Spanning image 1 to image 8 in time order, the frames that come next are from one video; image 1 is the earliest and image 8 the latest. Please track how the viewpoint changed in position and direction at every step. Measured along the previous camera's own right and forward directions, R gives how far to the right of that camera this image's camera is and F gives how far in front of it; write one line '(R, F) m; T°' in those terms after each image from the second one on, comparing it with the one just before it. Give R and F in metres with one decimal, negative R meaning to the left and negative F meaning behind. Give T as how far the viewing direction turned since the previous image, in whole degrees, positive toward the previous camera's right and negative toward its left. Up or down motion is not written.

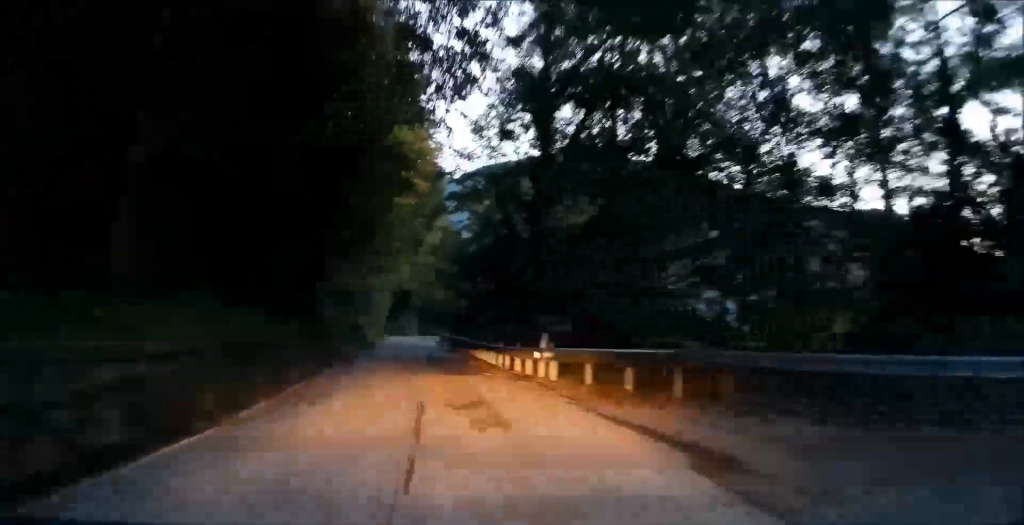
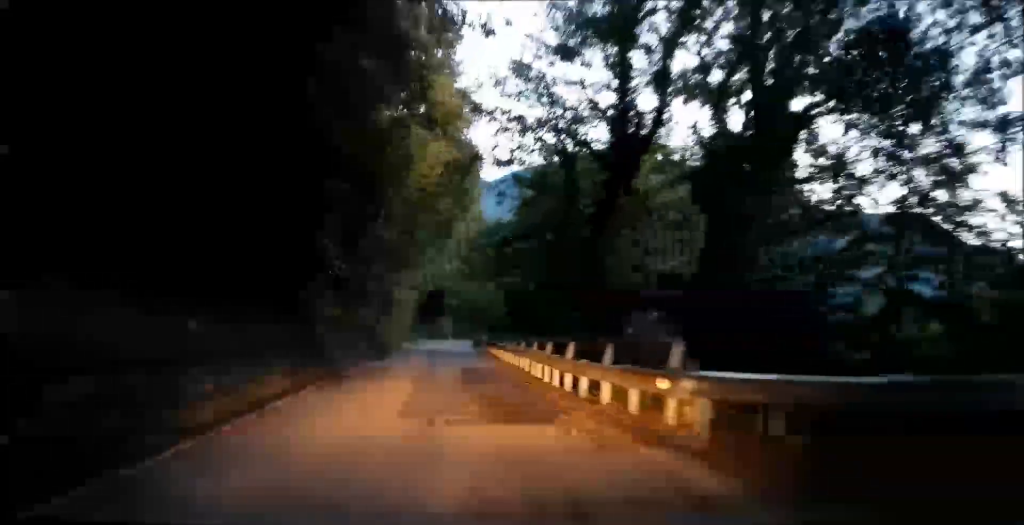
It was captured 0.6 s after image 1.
(-0.1, +7.1) m; -3°
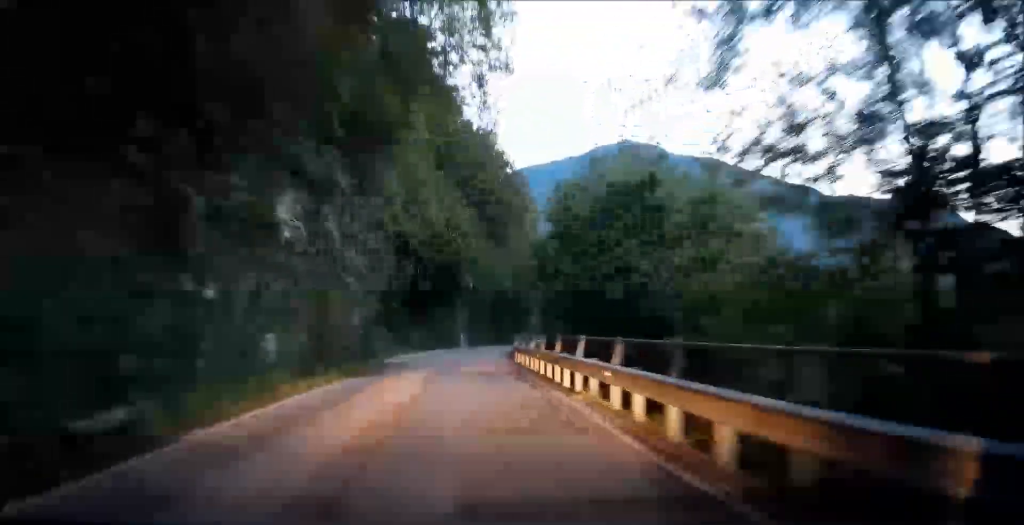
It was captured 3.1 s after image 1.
(-3.1, +30.0) m; -9°
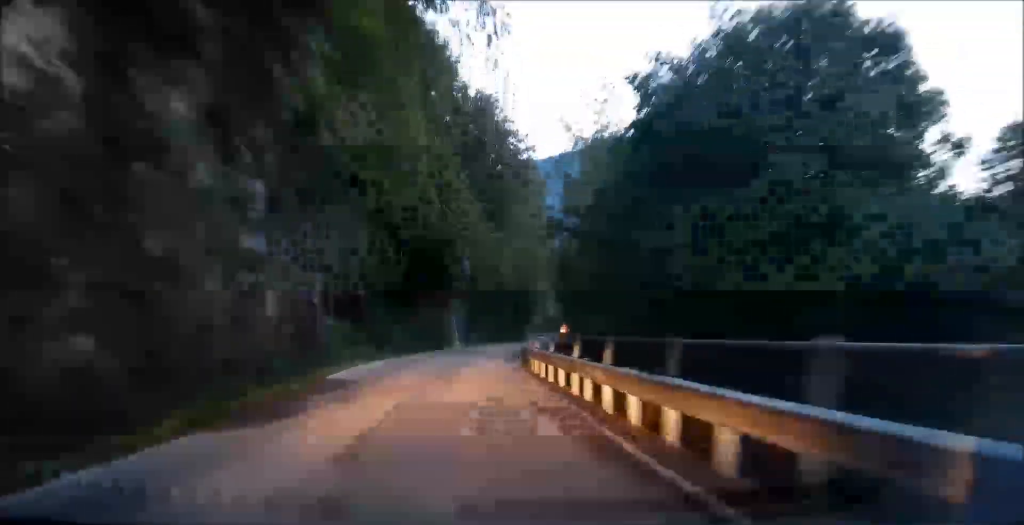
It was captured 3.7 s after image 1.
(0.0, +8.8) m; 0°
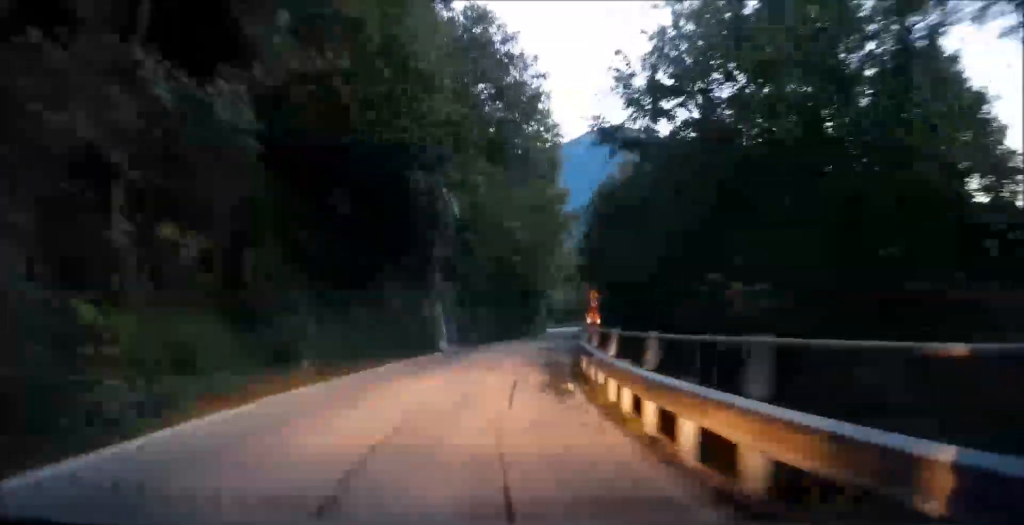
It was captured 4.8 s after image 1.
(+0.2, +13.9) m; +2°
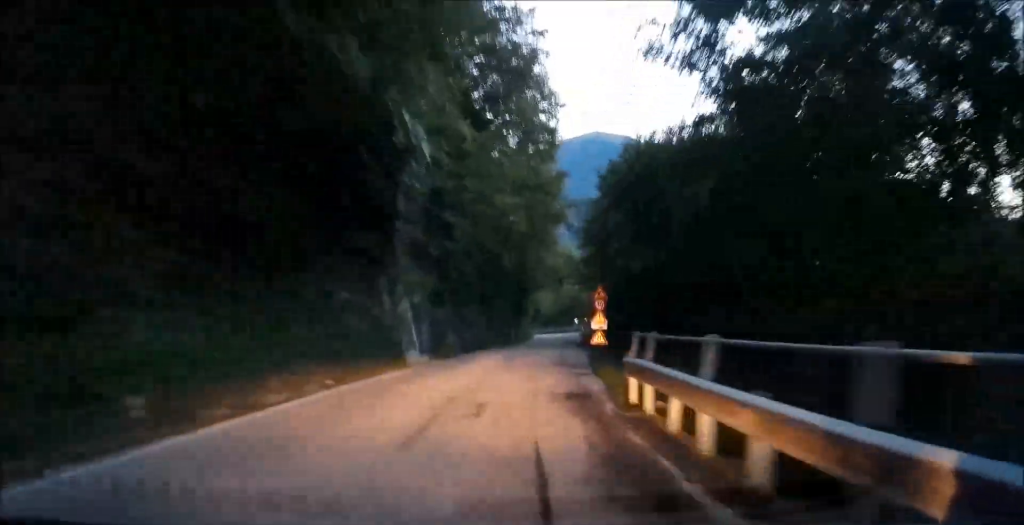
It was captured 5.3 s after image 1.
(+0.1, +6.9) m; +1°
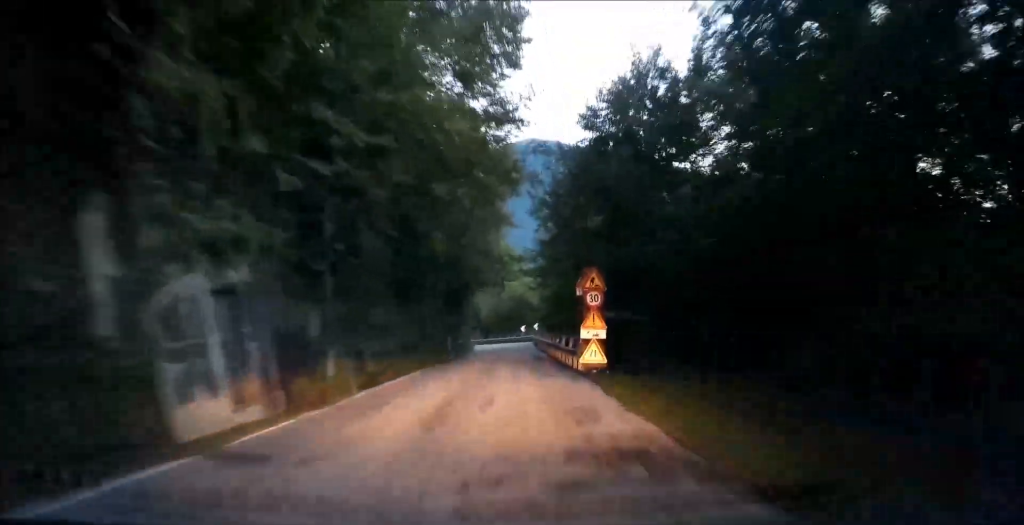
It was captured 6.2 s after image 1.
(+0.2, +12.7) m; +2°
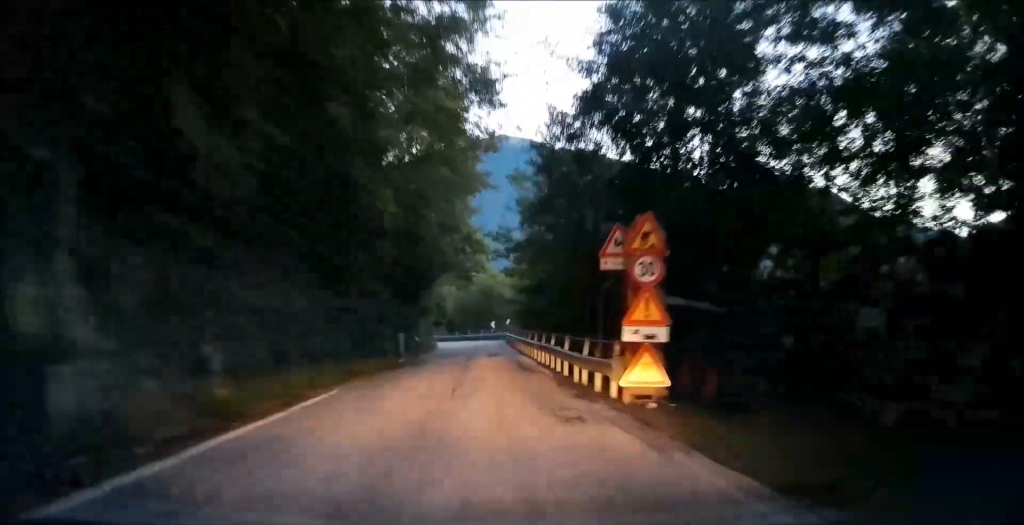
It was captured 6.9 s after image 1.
(+0.2, +8.9) m; +2°
